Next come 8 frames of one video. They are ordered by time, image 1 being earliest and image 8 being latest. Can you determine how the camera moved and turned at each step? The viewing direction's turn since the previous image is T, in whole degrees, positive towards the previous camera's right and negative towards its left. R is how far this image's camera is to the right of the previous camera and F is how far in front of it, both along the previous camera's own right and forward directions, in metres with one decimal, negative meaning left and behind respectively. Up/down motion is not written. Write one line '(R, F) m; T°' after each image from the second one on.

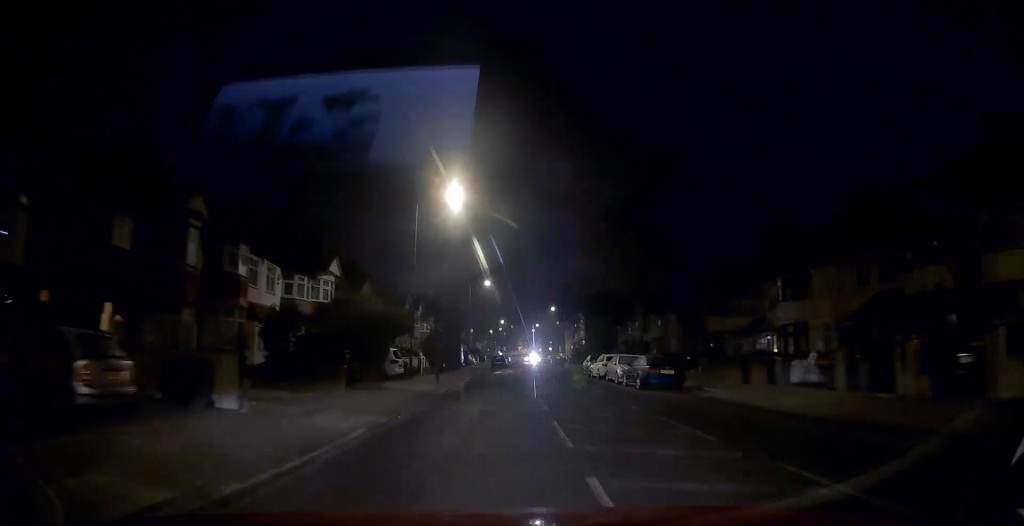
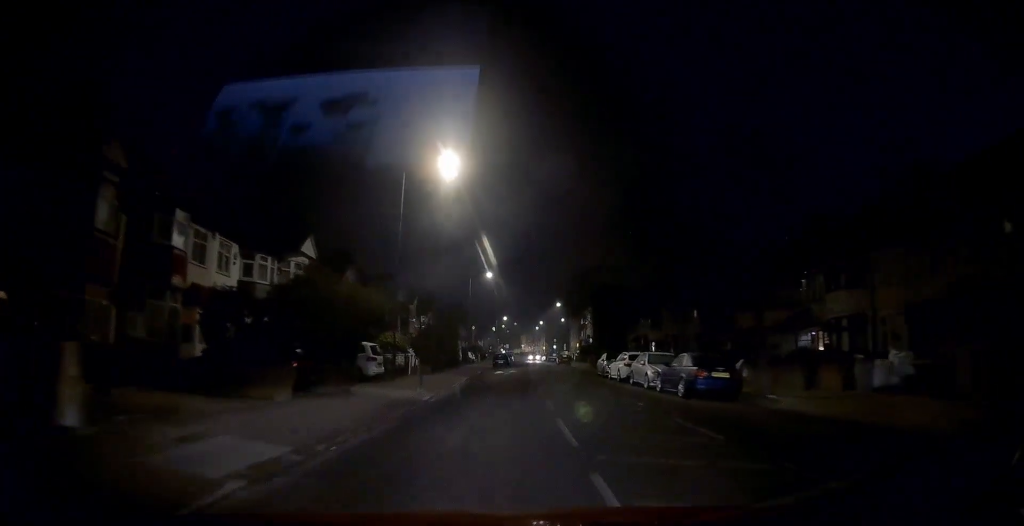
(+0.1, +5.5) m; 0°
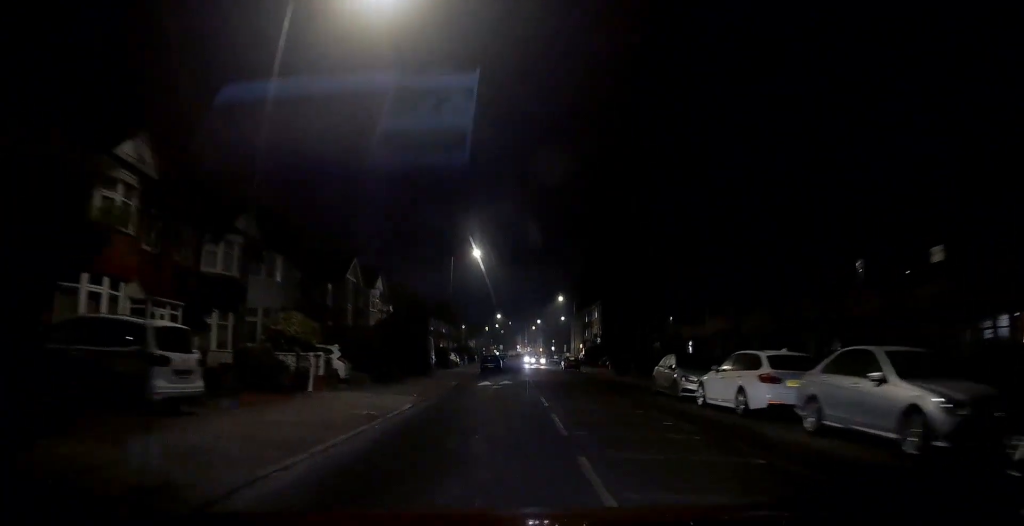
(0.0, +15.9) m; 0°
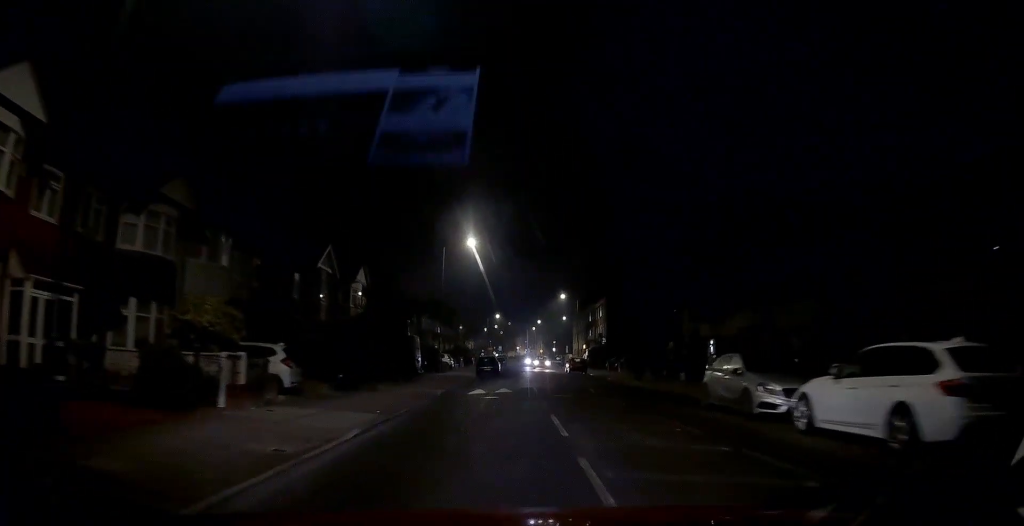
(0.0, +5.9) m; 0°
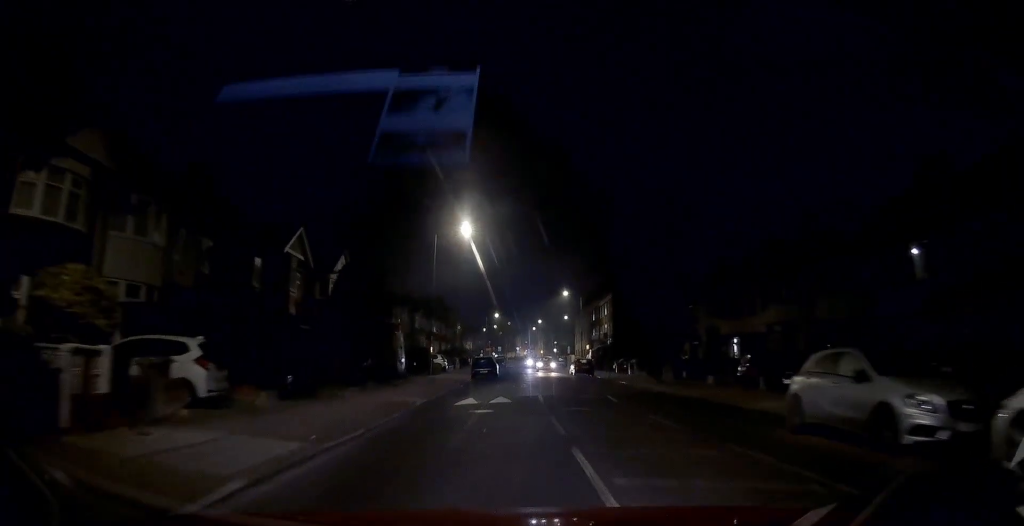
(-0.2, +5.4) m; 0°
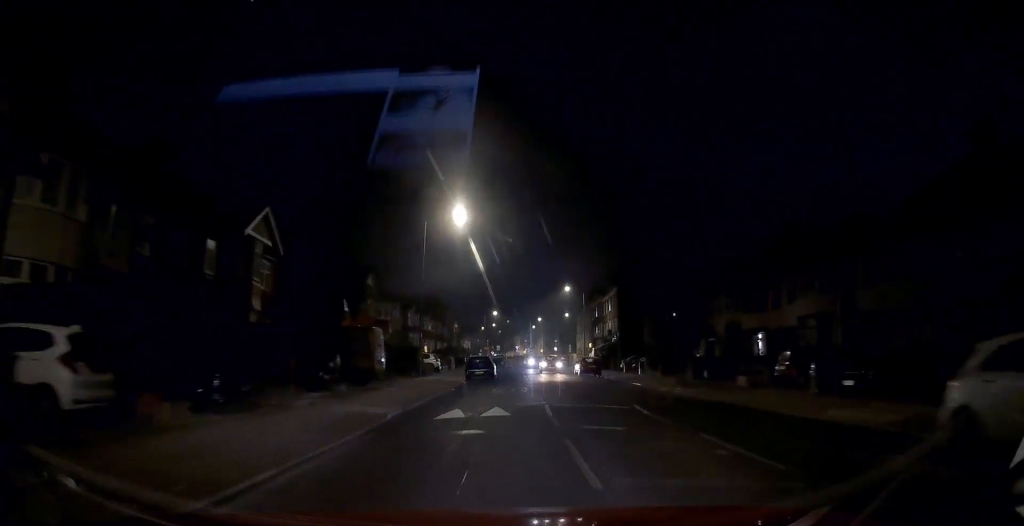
(+0.1, +4.7) m; +1°
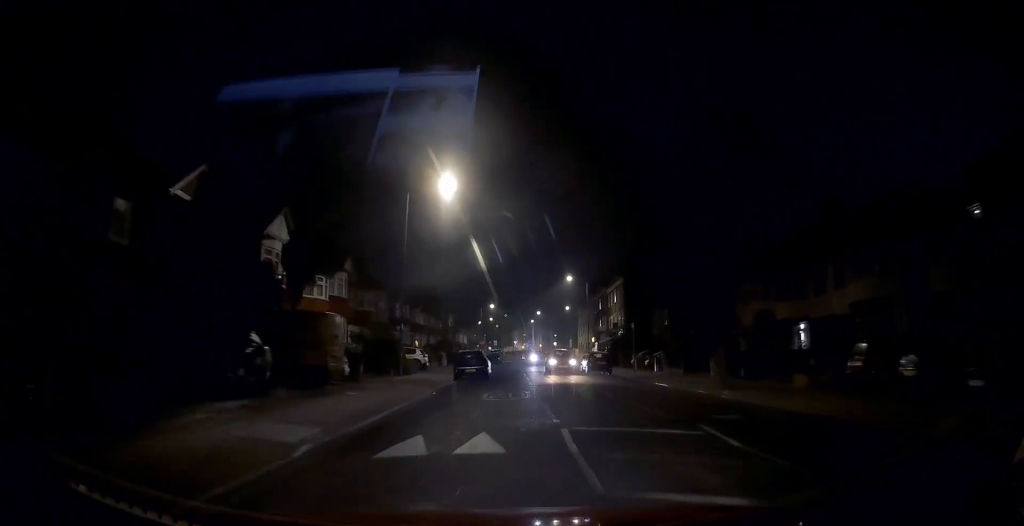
(+0.1, +6.0) m; +1°
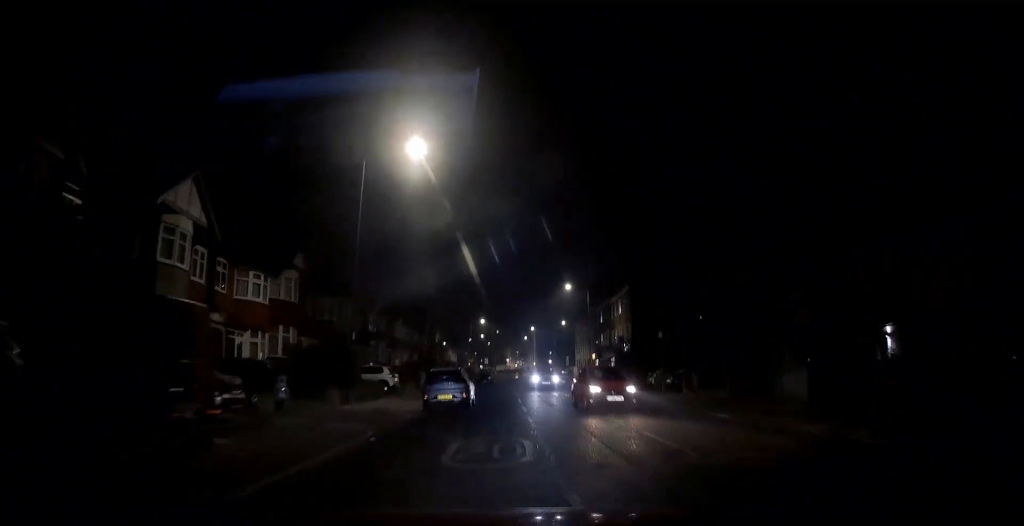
(0.0, +7.4) m; 0°
